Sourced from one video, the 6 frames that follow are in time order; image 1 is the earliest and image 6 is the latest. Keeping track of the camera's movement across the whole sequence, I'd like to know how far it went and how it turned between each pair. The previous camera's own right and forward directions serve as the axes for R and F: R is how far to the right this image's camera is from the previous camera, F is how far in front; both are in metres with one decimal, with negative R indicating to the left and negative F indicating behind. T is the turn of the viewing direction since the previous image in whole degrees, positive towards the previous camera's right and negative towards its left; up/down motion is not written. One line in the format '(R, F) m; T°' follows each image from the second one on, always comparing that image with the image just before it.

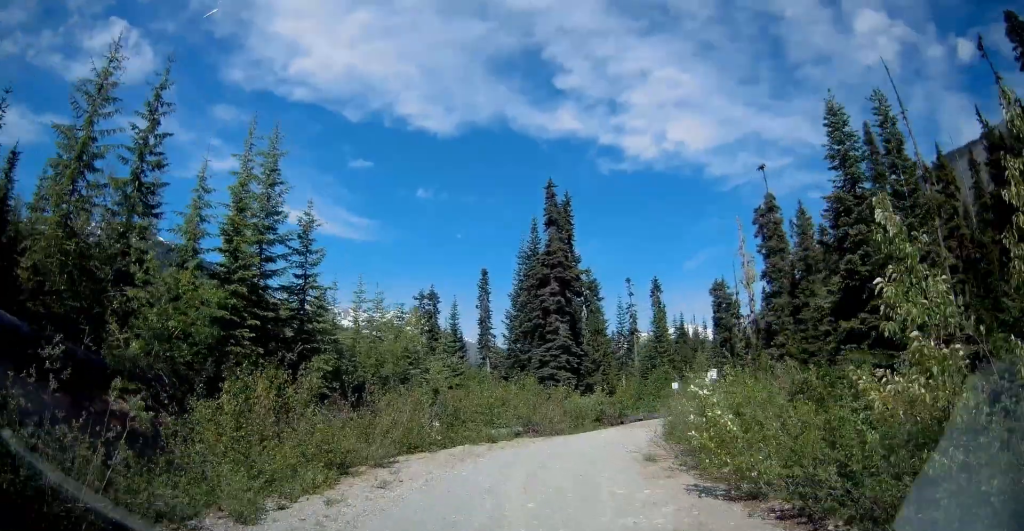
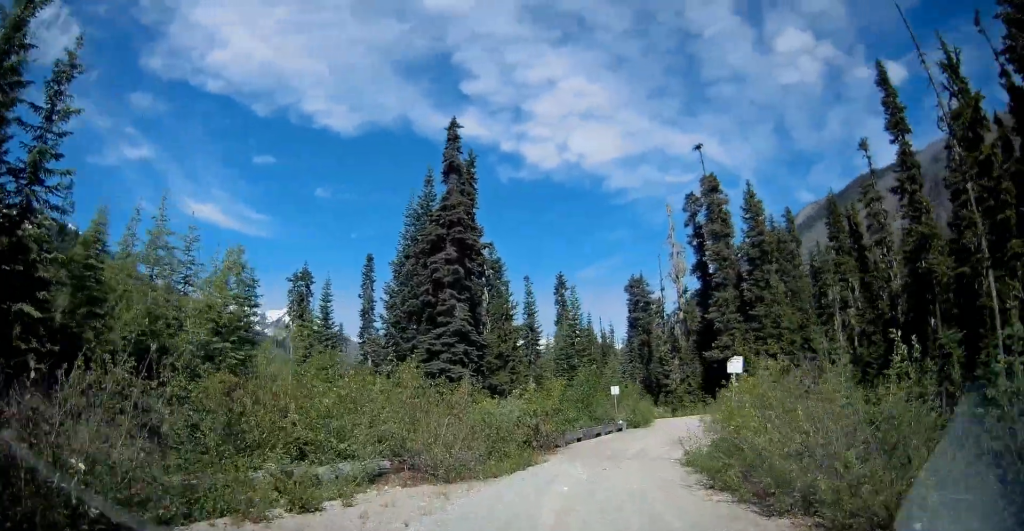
(+1.2, +11.6) m; +9°
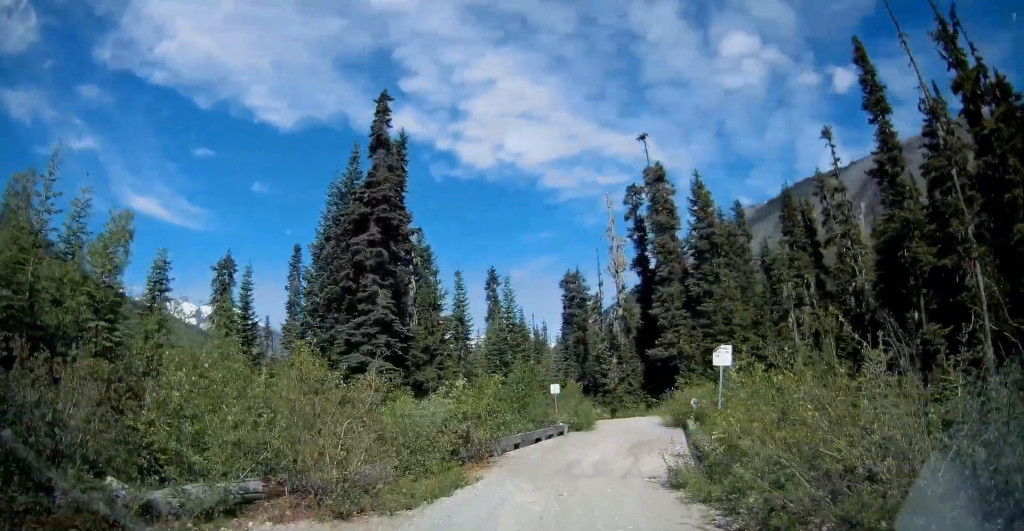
(0.0, +3.4) m; +4°
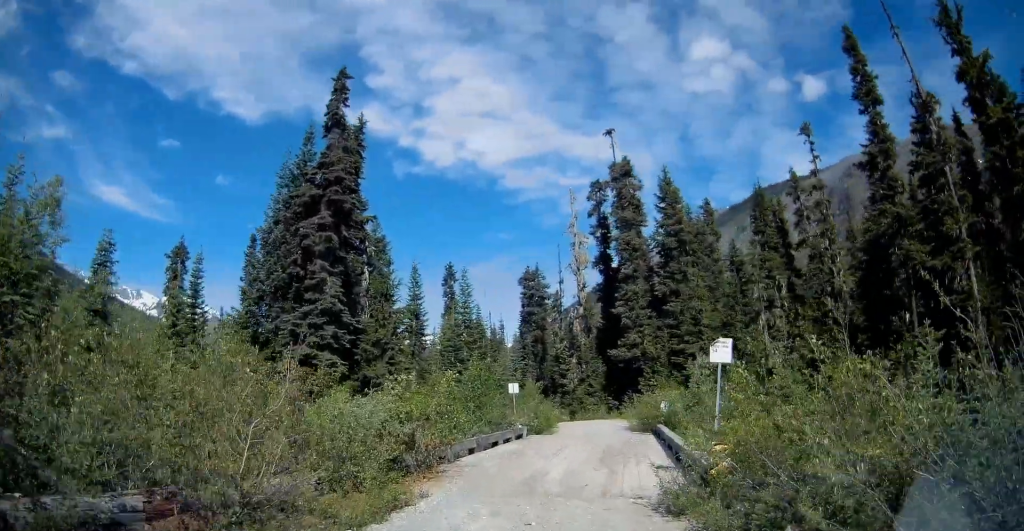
(-0.2, +2.2) m; +4°
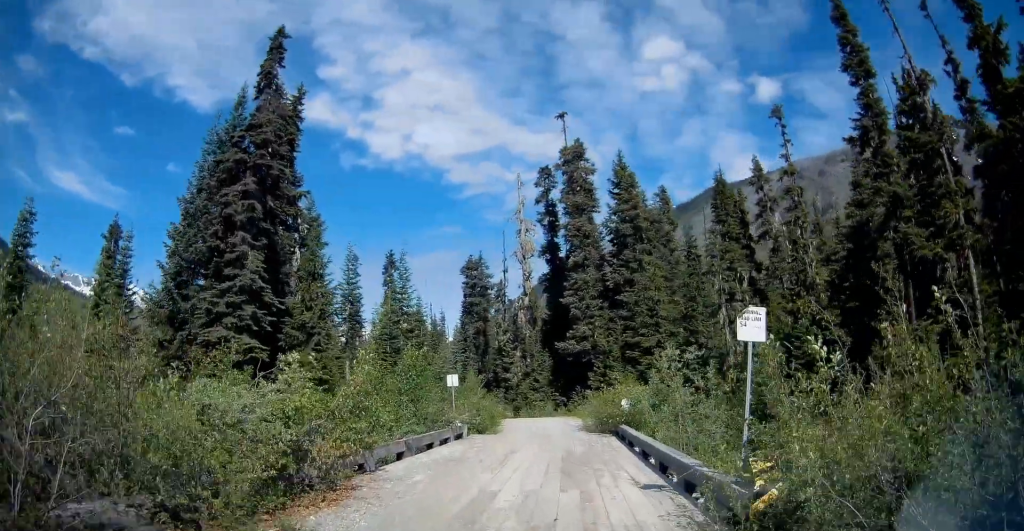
(+0.5, +3.2) m; +4°
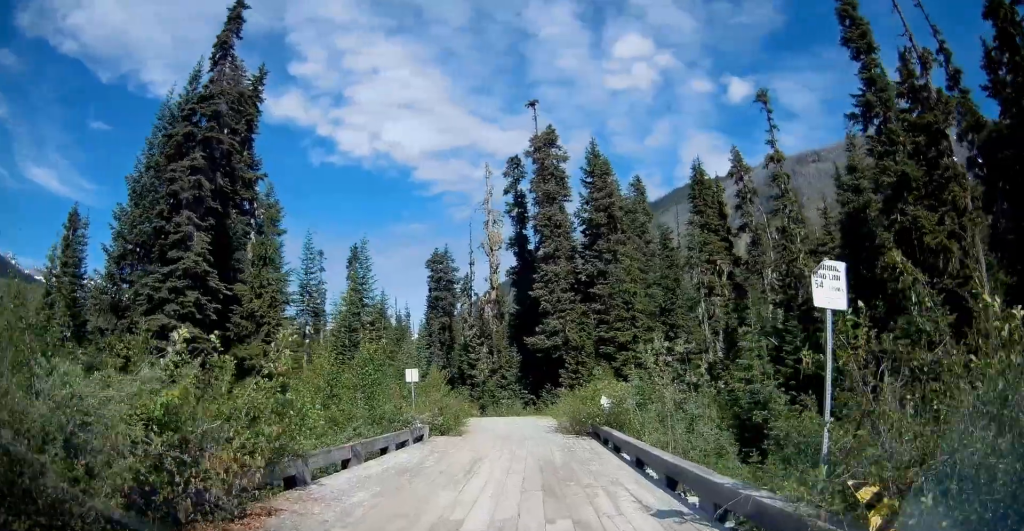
(+0.1, +2.3) m; +3°
